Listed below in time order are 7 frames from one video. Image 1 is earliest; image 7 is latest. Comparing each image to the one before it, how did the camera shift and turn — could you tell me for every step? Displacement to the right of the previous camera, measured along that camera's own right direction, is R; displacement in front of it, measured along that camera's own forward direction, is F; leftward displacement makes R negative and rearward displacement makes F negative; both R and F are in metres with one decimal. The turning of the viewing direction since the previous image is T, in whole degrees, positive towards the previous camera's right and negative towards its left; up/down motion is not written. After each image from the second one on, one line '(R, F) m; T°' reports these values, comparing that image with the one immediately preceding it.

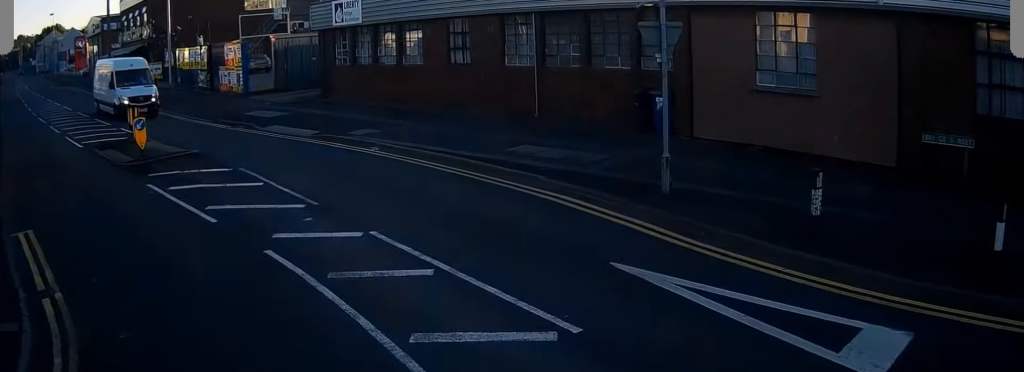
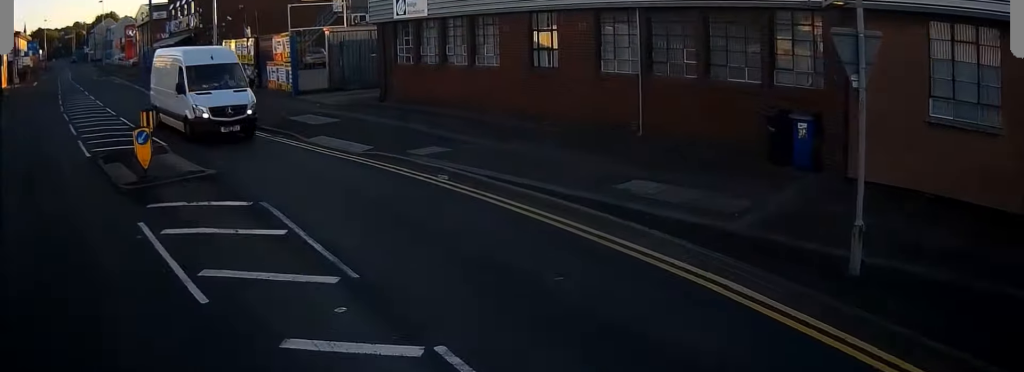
(0.0, +3.2) m; -4°
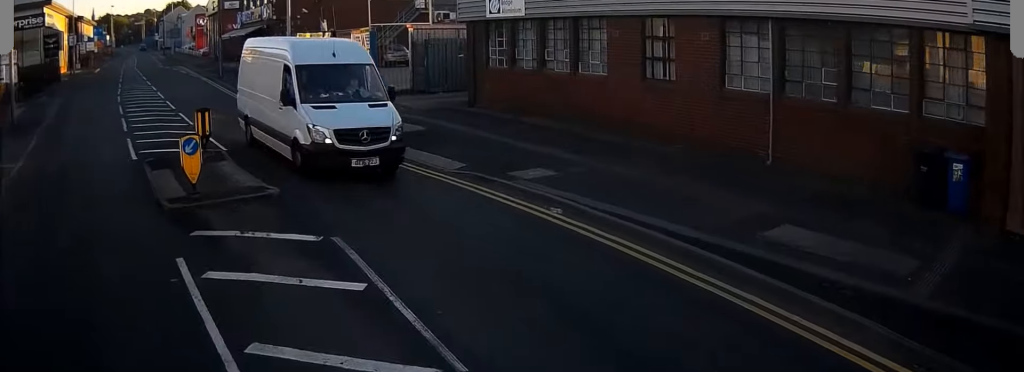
(-0.1, +2.2) m; -4°
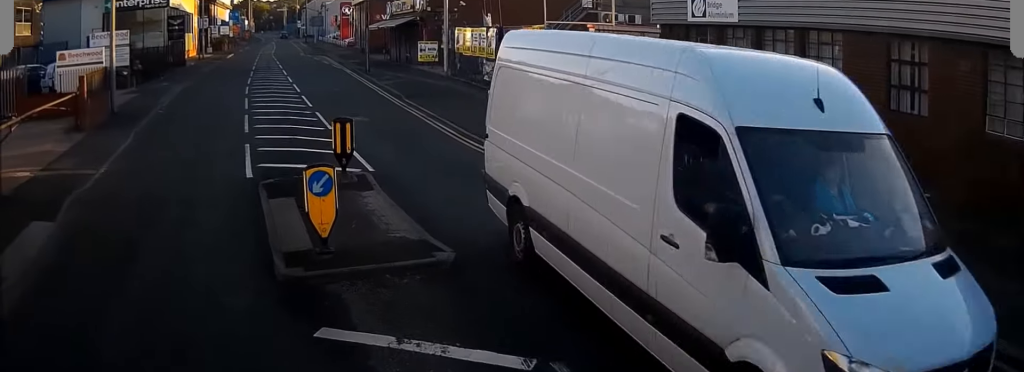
(-0.2, +3.4) m; -4°
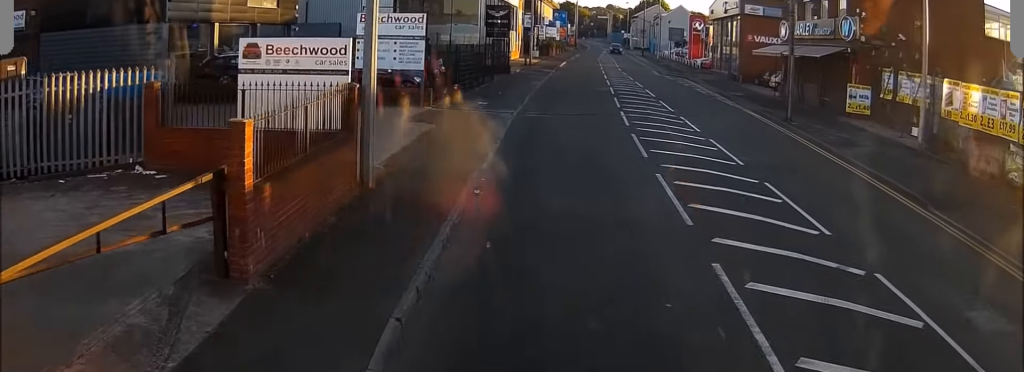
(-0.1, +12.7) m; -5°
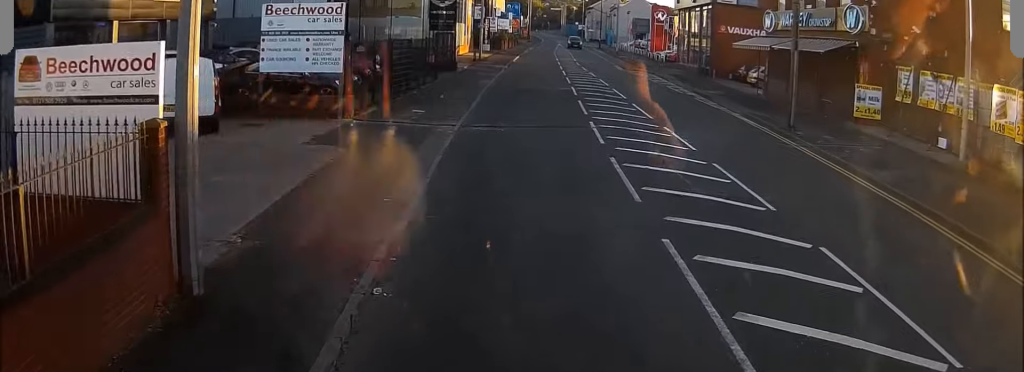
(-0.3, +4.9) m; -6°
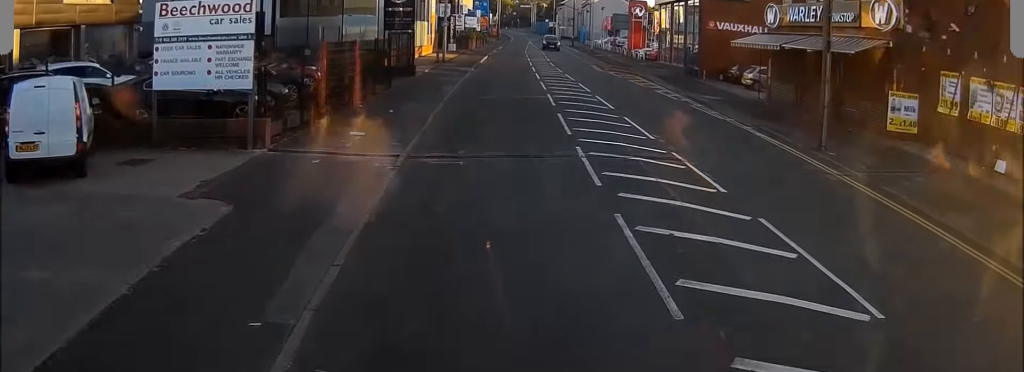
(-0.2, +4.5) m; -4°
